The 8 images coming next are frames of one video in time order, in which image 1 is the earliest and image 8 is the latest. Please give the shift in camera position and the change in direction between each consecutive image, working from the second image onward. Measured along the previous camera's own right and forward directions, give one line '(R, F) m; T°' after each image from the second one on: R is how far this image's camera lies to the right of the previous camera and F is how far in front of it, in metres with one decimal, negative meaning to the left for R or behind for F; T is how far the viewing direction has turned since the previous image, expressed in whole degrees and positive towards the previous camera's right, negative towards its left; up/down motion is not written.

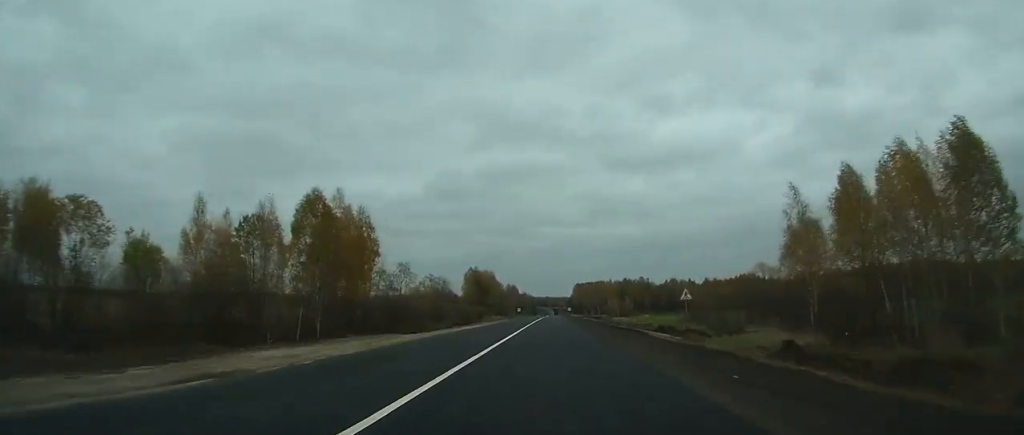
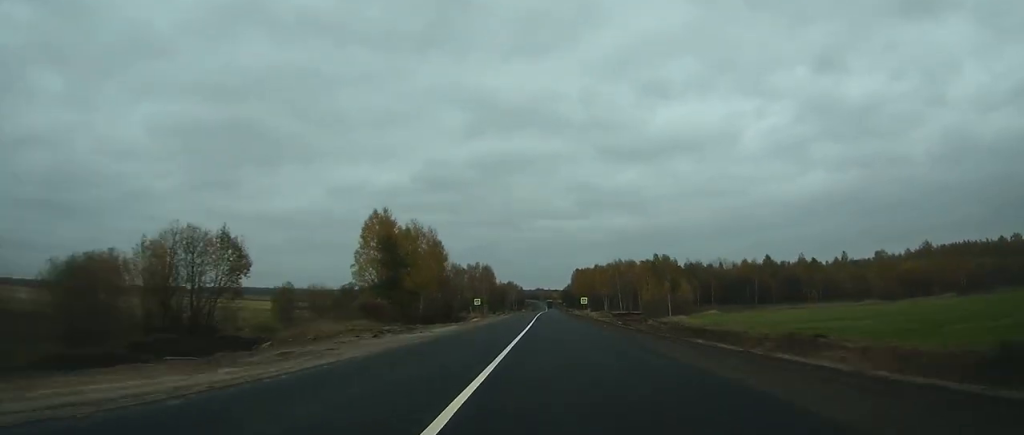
(+0.8, +105.4) m; +1°
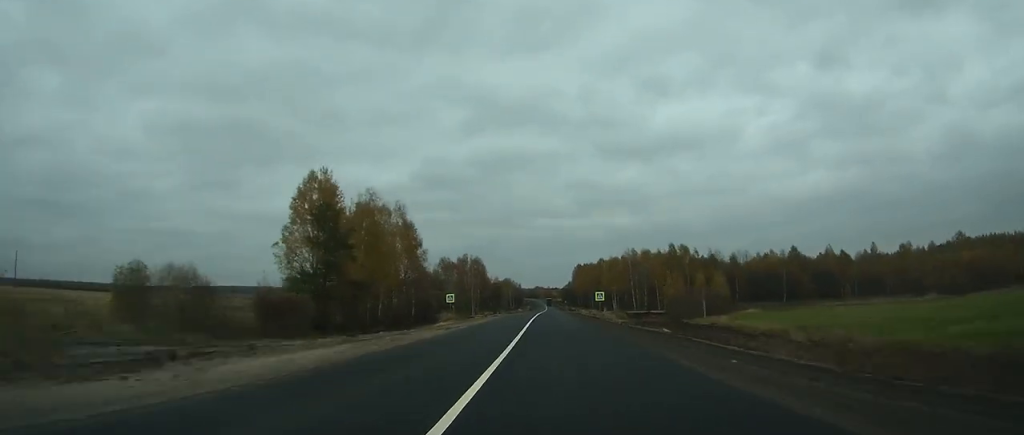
(0.0, +26.2) m; 0°
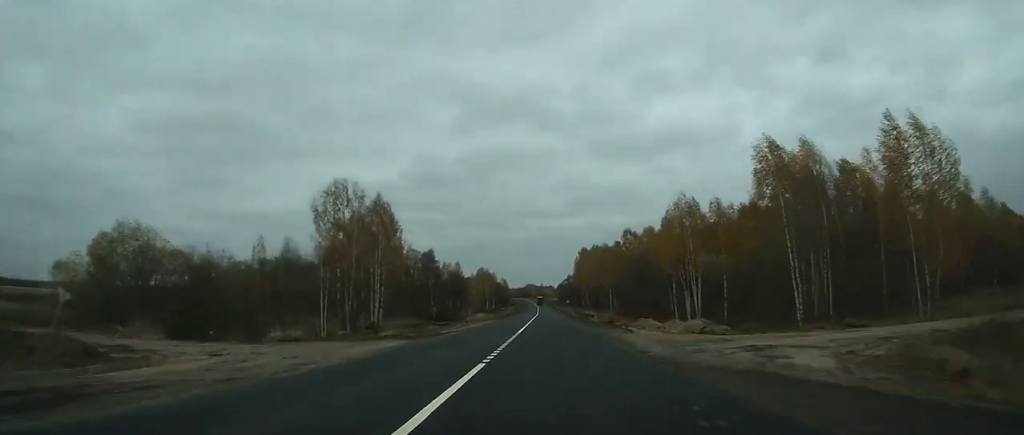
(+0.8, +99.5) m; +1°
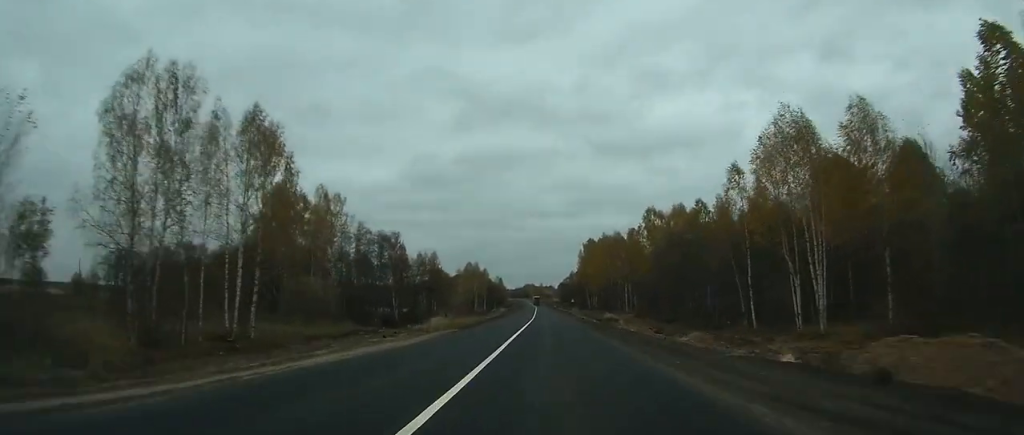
(0.0, +37.2) m; 0°
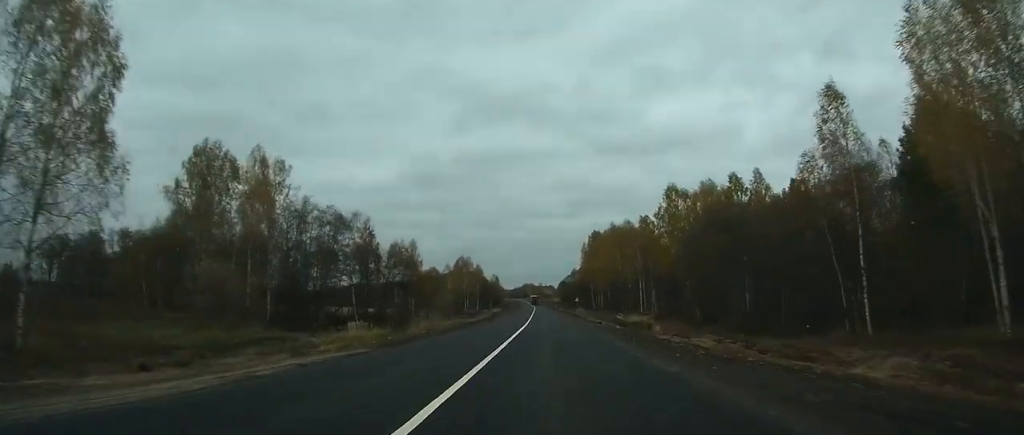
(0.0, +23.4) m; 0°
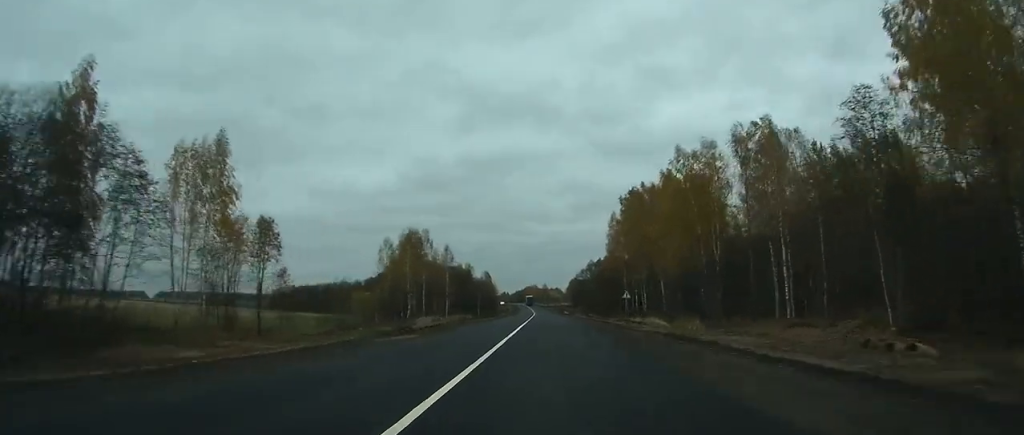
(0.0, +72.3) m; 0°
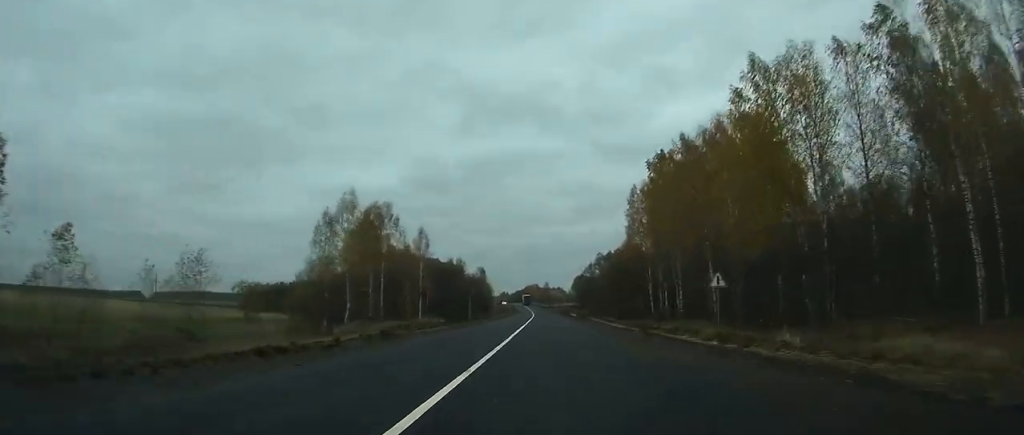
(-0.2, +28.4) m; 0°
